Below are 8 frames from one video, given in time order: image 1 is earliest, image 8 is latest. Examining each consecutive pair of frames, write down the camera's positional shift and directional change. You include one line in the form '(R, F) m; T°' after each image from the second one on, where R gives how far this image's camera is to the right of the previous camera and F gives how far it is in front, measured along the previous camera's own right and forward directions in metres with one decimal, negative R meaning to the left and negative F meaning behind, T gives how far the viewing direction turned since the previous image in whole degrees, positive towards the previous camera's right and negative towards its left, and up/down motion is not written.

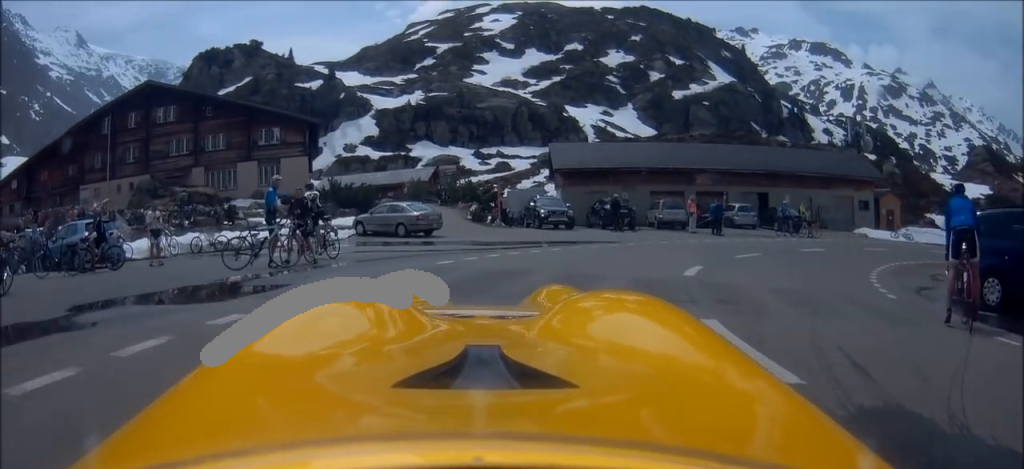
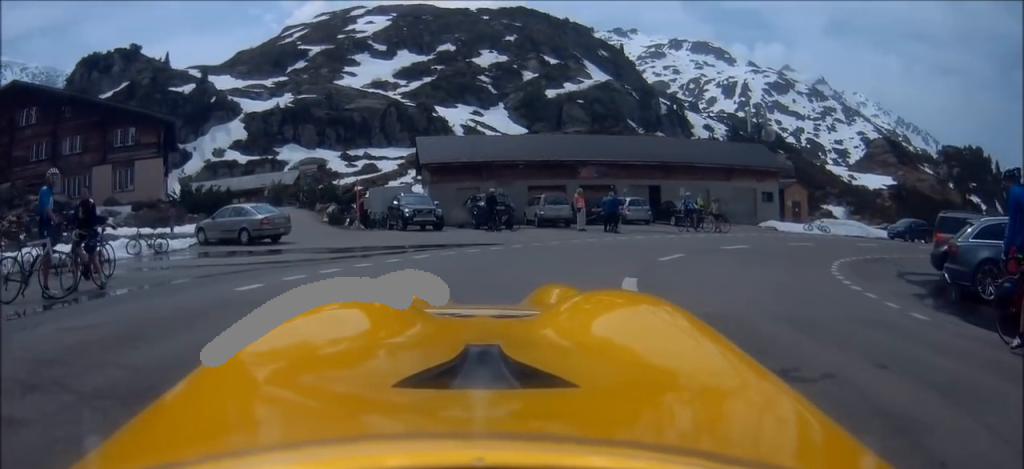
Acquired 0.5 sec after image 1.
(+0.6, +3.7) m; +14°
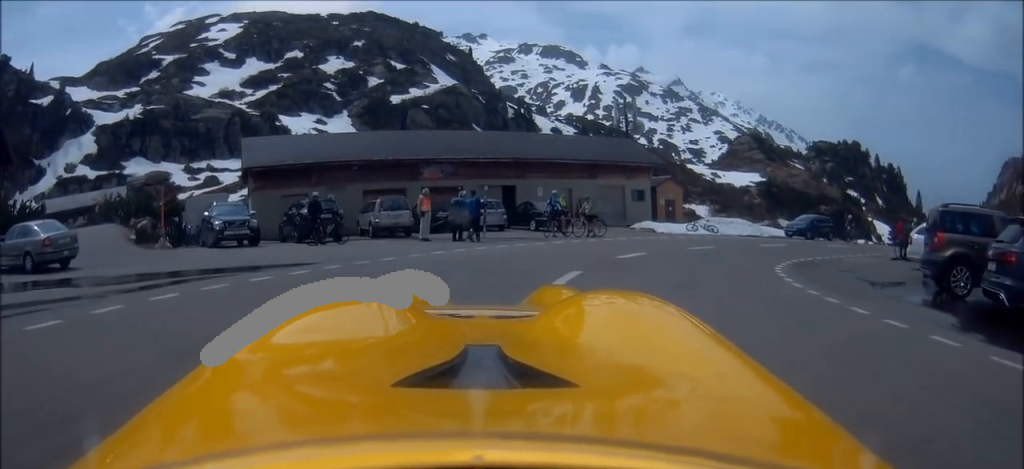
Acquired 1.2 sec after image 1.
(+0.3, +4.6) m; +16°
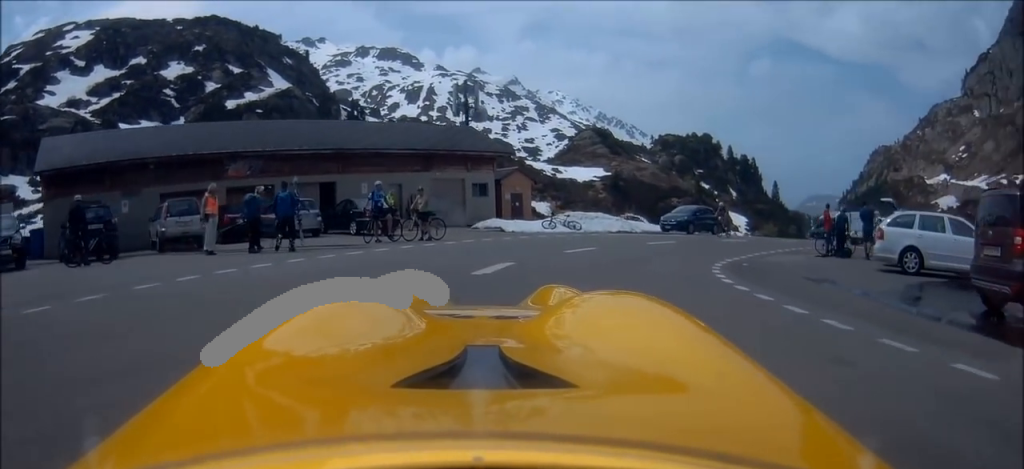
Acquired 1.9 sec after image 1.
(+1.3, +5.2) m; +12°
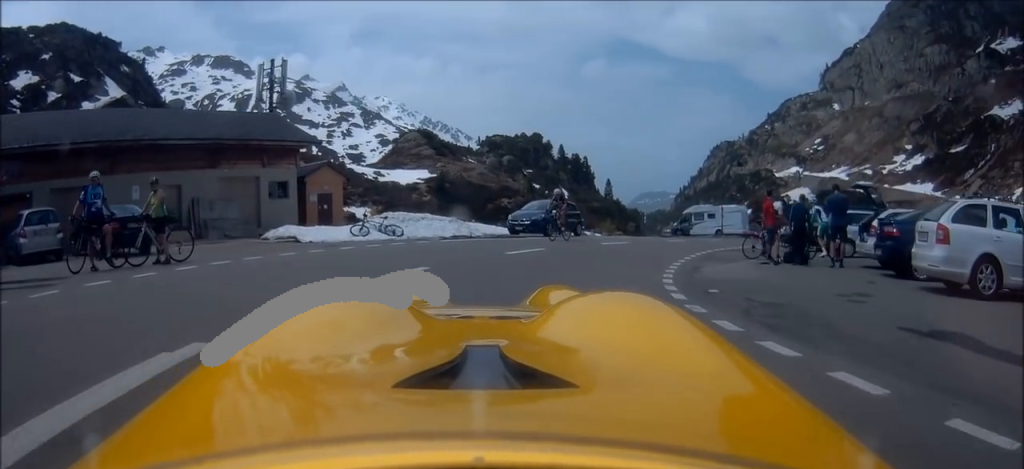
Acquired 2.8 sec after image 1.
(+0.3, +6.8) m; +6°
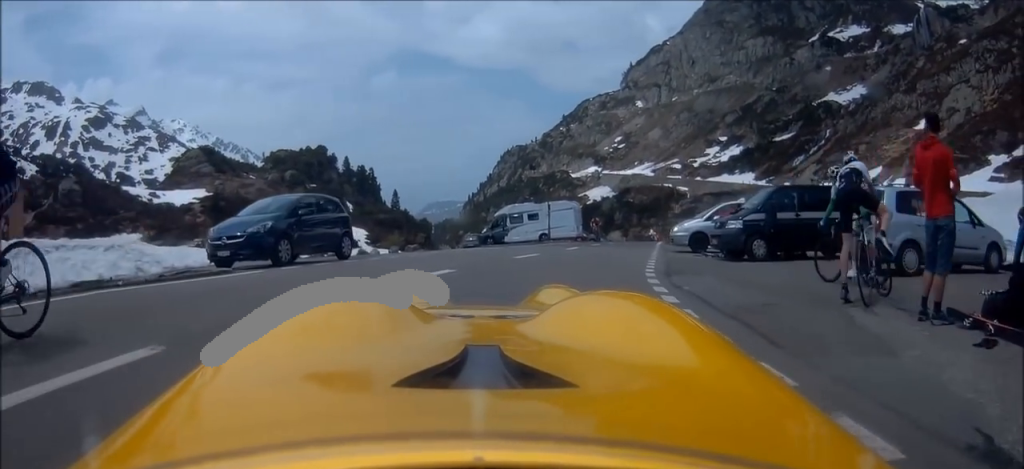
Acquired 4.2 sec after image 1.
(+1.1, +11.0) m; +14°
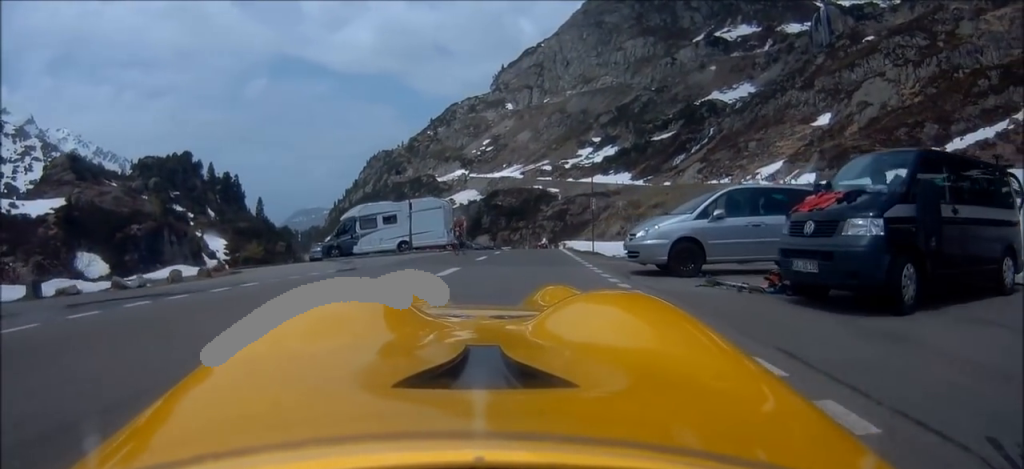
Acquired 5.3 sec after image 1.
(+1.2, +9.1) m; +14°
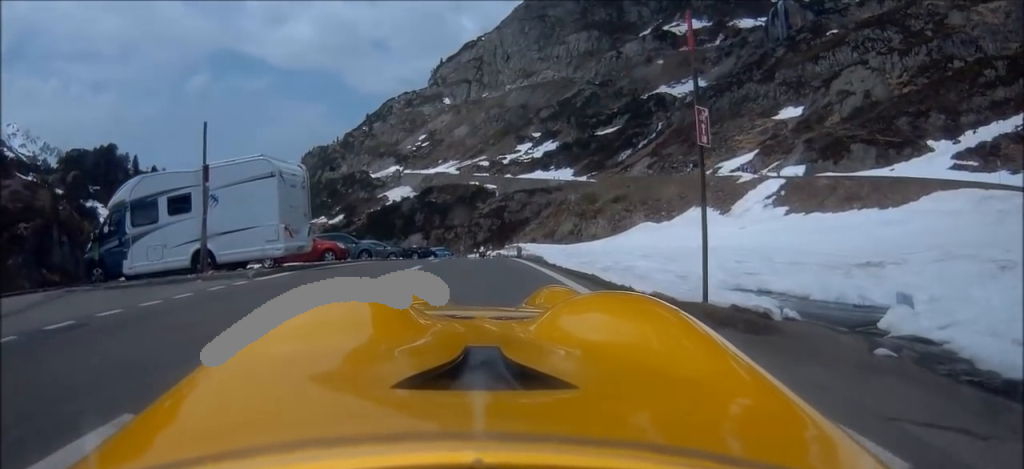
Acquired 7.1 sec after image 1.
(+2.9, +16.3) m; +11°
